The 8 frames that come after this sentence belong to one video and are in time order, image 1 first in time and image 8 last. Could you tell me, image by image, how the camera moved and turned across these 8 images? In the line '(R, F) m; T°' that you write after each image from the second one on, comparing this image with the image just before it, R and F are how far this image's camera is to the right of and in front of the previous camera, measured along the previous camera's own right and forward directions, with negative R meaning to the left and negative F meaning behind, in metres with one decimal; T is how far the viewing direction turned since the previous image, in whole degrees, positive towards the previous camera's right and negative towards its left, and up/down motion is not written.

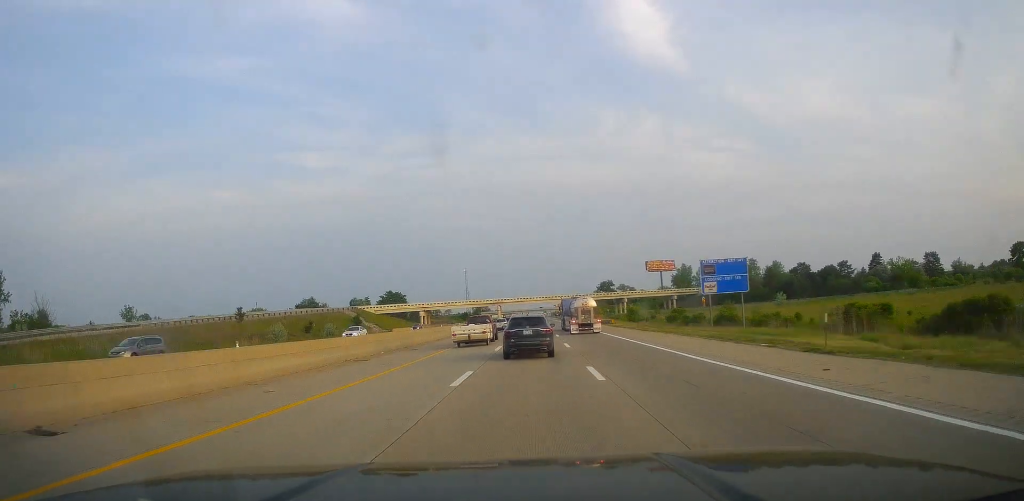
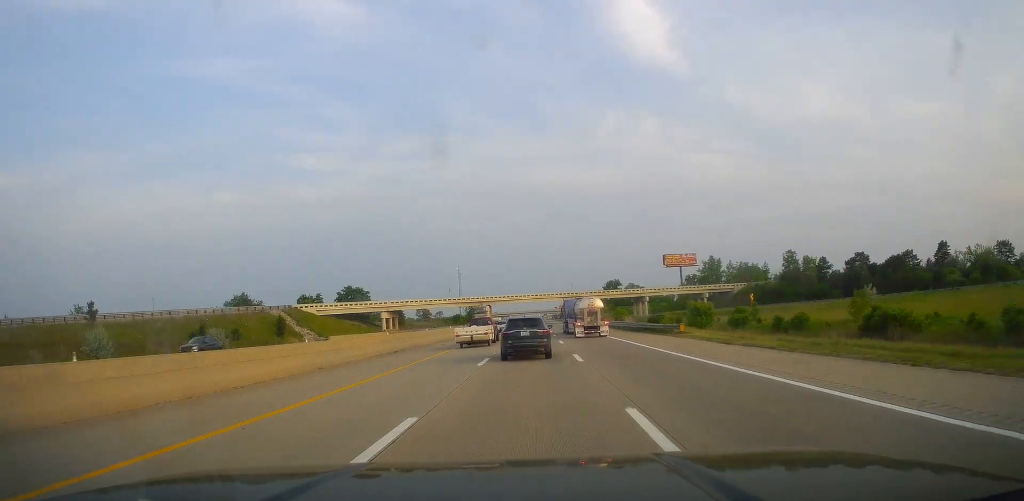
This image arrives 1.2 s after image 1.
(0.0, +39.4) m; 0°
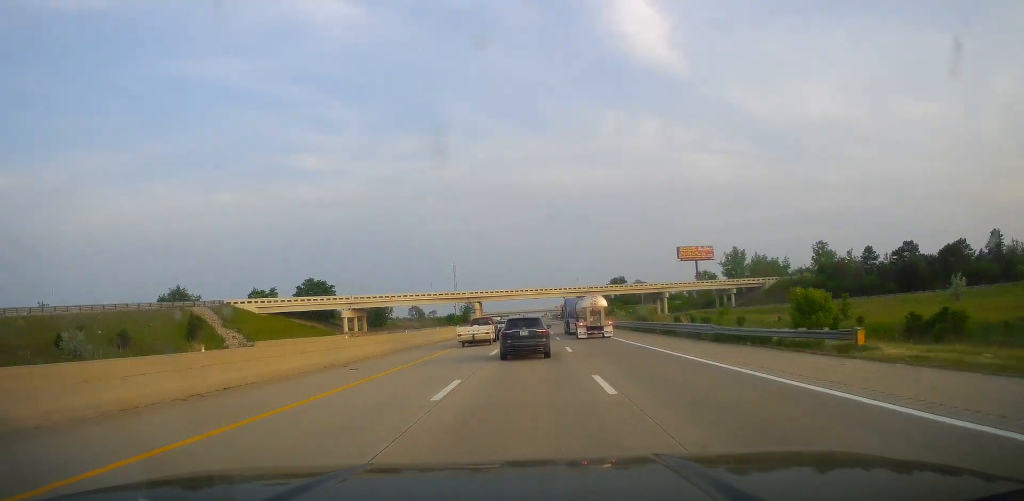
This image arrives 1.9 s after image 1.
(0.0, +24.6) m; 0°
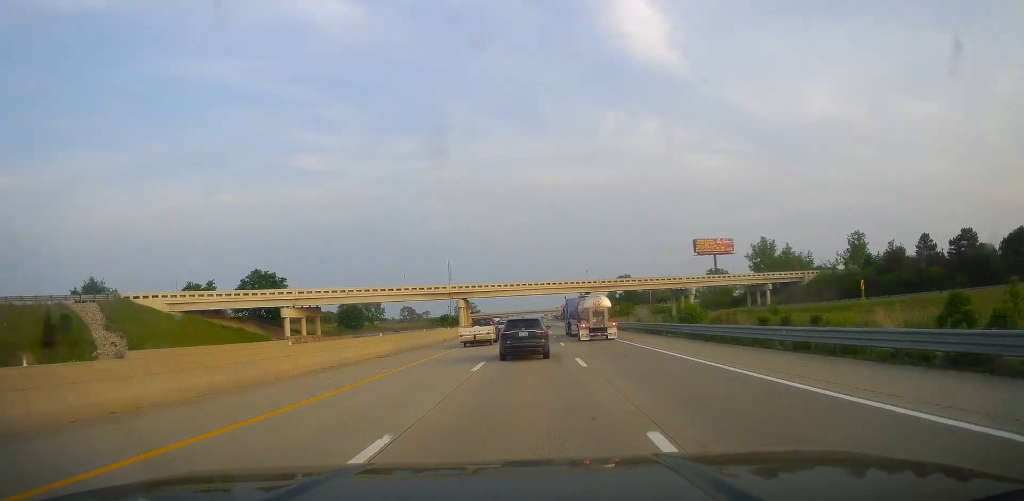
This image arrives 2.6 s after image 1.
(0.0, +23.5) m; 0°
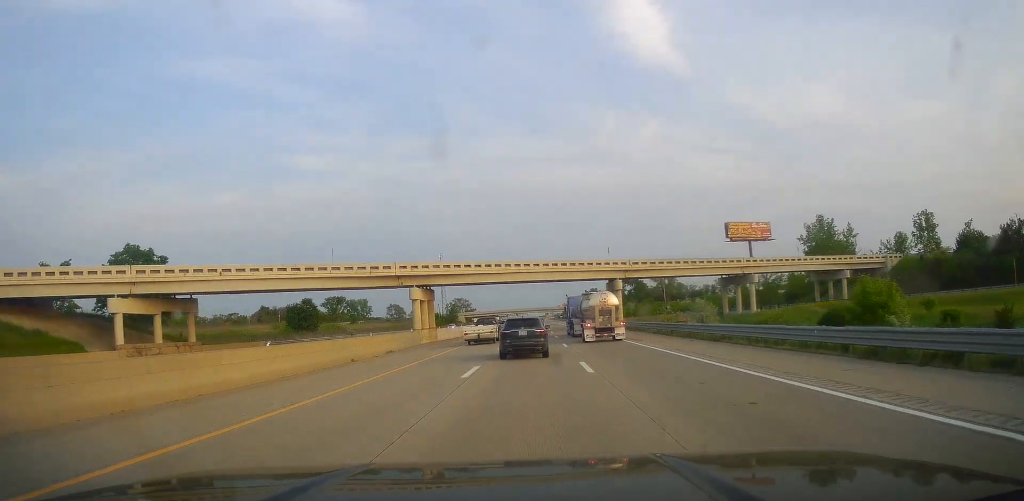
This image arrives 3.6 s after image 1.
(0.0, +33.6) m; 0°
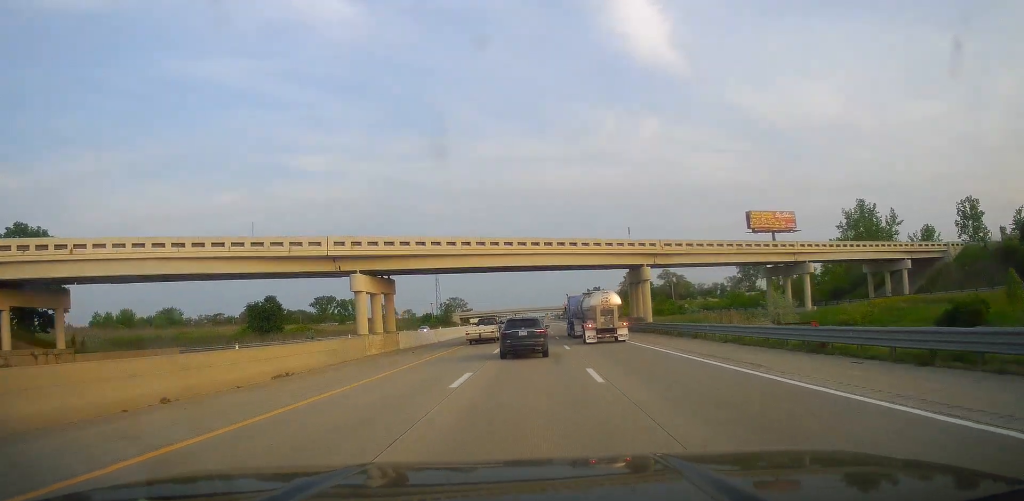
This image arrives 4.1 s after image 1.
(0.0, +17.9) m; 0°
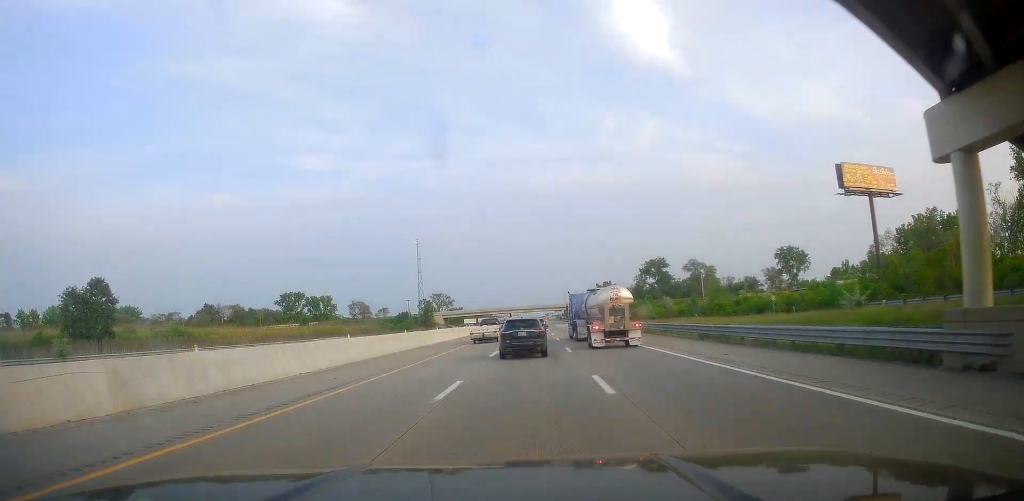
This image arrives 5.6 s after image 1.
(-0.4, +47.7) m; 0°
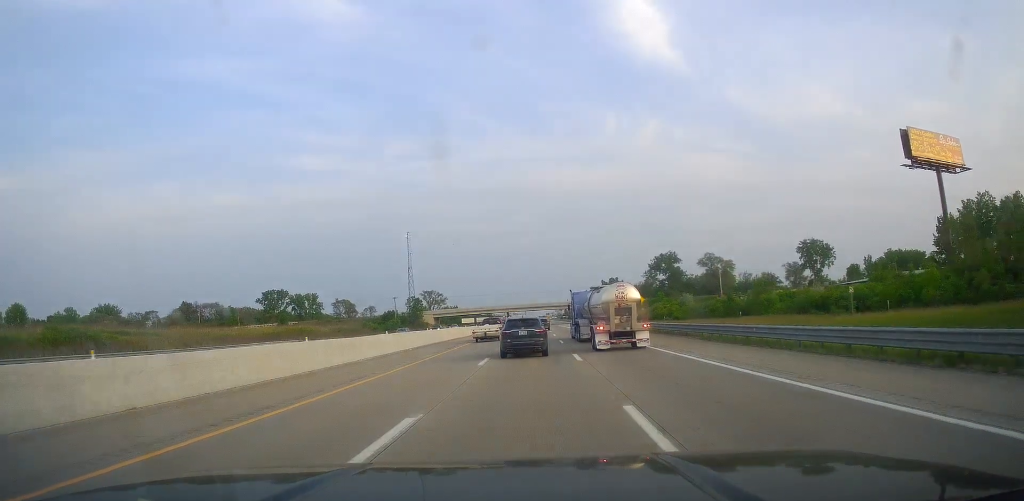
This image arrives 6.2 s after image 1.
(0.0, +21.1) m; 0°
